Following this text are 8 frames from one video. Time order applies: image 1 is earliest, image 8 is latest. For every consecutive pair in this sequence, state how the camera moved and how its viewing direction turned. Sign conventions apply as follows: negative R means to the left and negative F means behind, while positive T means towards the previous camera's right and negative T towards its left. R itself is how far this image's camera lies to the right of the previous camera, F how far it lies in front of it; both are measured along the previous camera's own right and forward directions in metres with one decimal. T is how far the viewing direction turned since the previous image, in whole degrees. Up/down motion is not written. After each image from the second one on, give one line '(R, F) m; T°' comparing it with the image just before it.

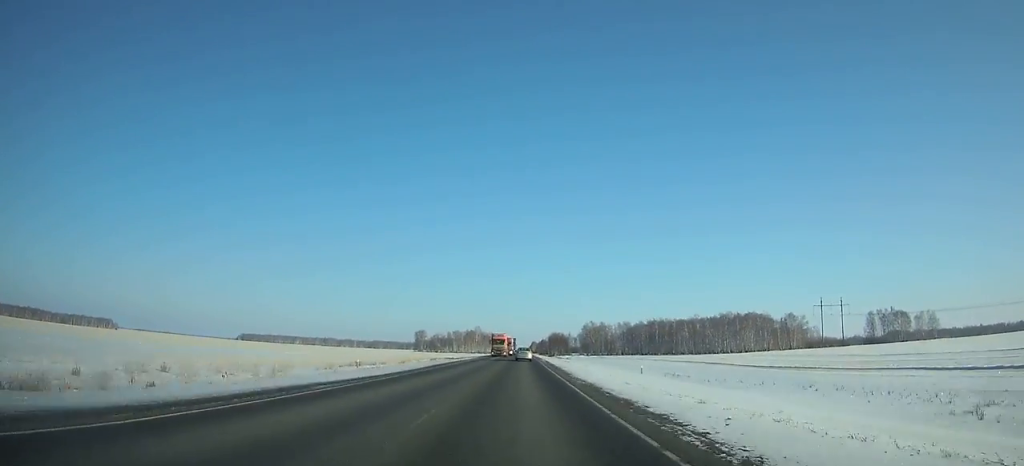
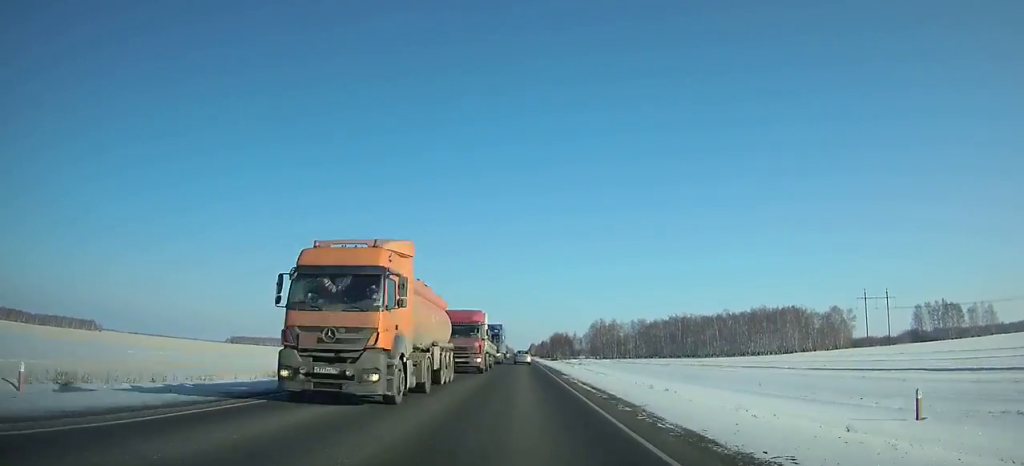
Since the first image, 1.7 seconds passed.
(+0.2, +46.9) m; 0°
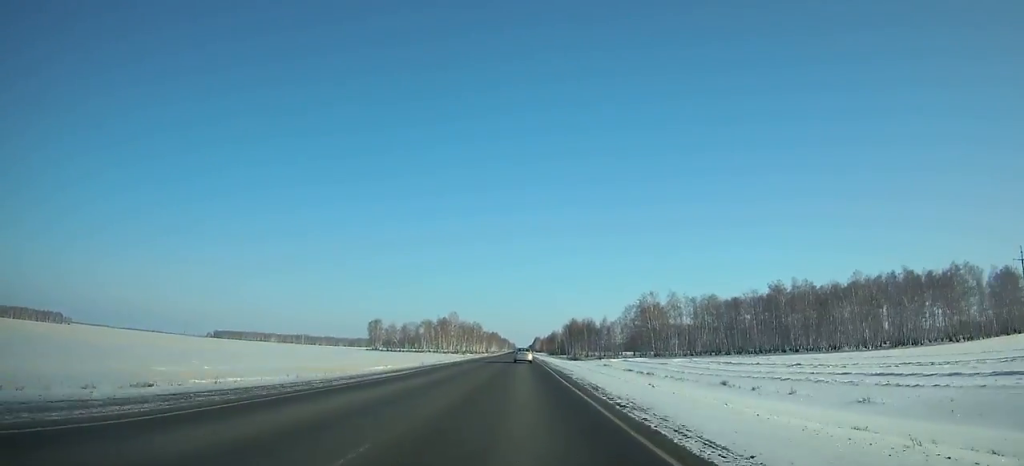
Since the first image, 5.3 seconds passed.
(-0.5, +101.2) m; 0°
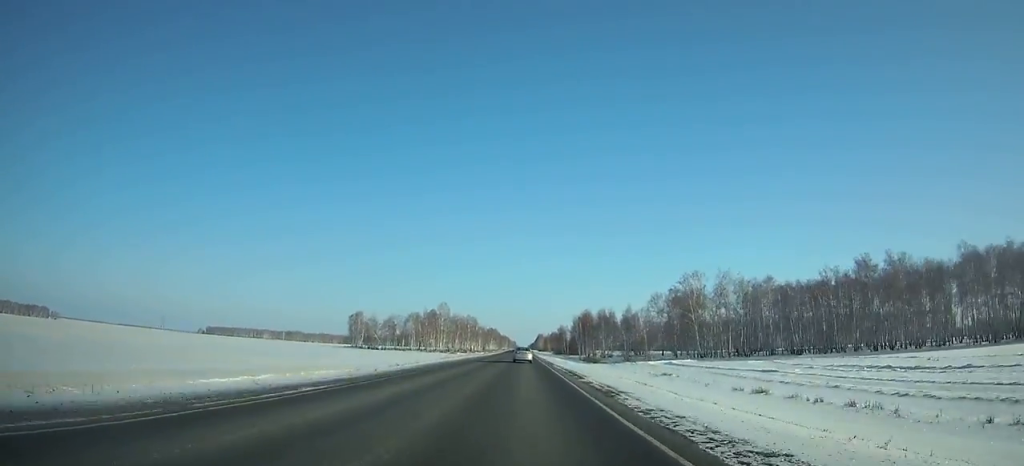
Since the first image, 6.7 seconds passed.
(-0.1, +39.6) m; 0°
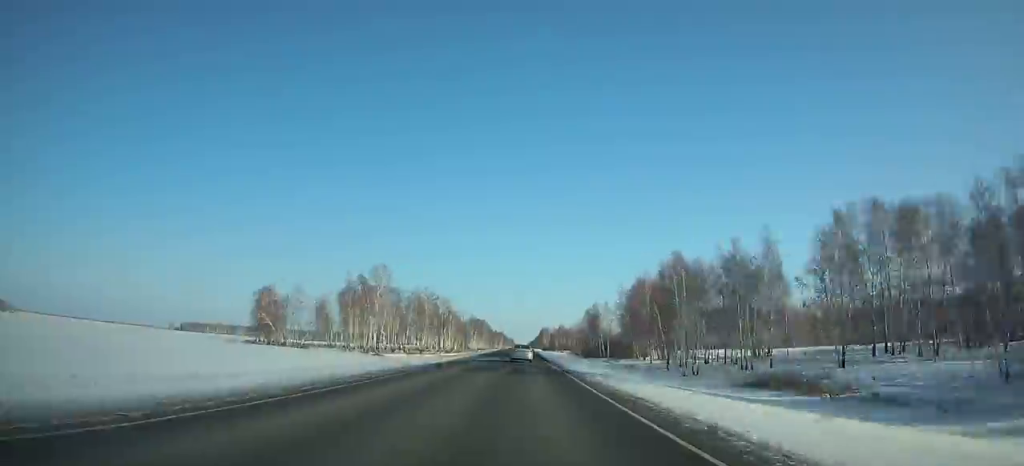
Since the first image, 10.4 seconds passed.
(+0.3, +104.3) m; 0°
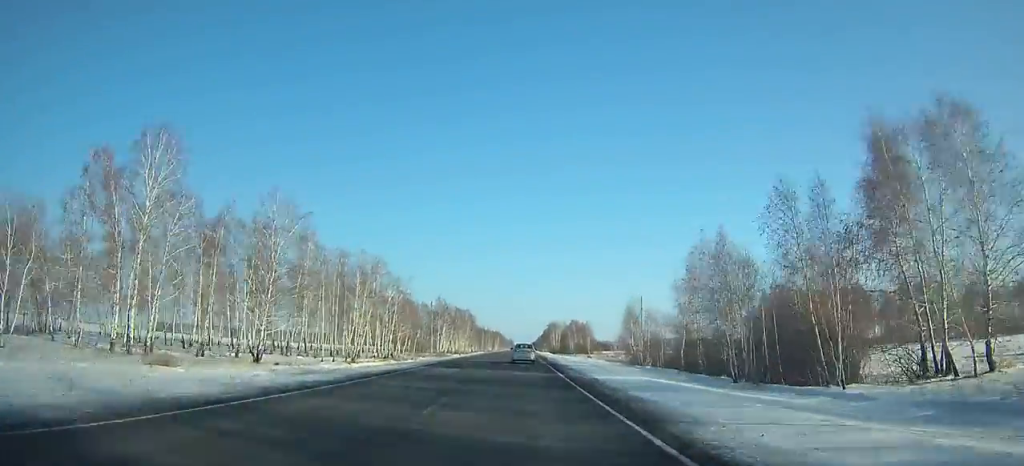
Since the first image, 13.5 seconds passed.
(0.0, +85.8) m; 0°
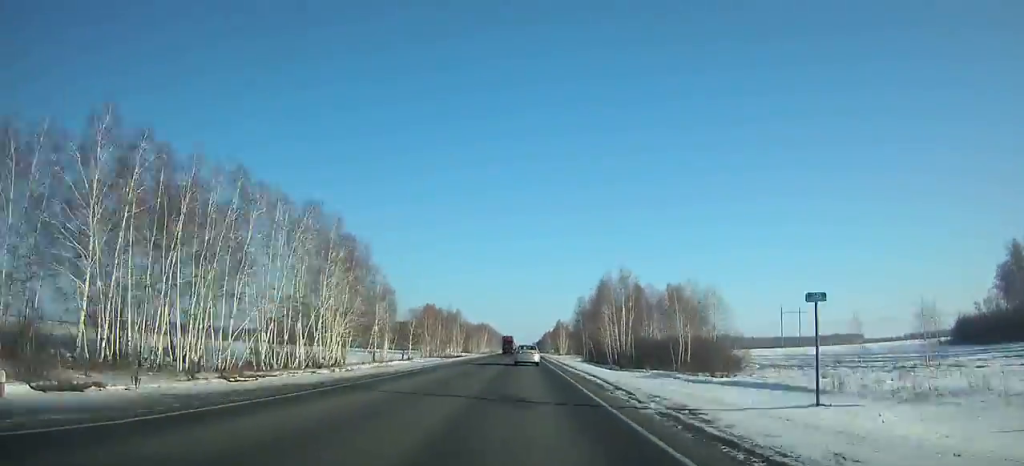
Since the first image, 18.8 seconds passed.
(-0.3, +144.0) m; 0°
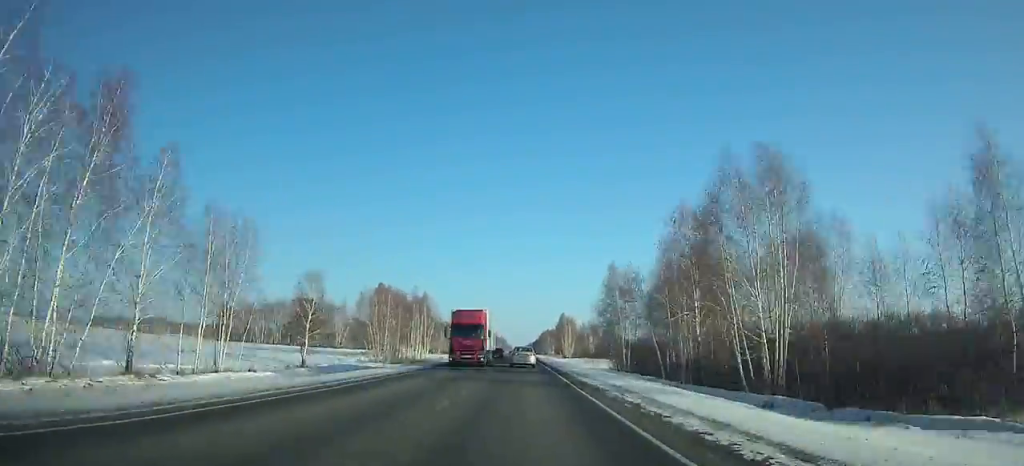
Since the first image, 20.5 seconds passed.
(0.0, +46.0) m; 0°
